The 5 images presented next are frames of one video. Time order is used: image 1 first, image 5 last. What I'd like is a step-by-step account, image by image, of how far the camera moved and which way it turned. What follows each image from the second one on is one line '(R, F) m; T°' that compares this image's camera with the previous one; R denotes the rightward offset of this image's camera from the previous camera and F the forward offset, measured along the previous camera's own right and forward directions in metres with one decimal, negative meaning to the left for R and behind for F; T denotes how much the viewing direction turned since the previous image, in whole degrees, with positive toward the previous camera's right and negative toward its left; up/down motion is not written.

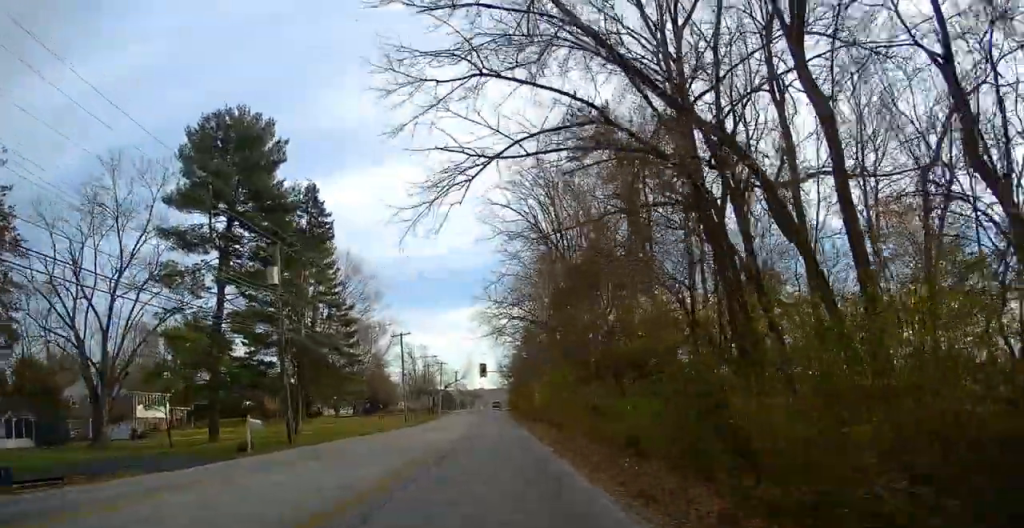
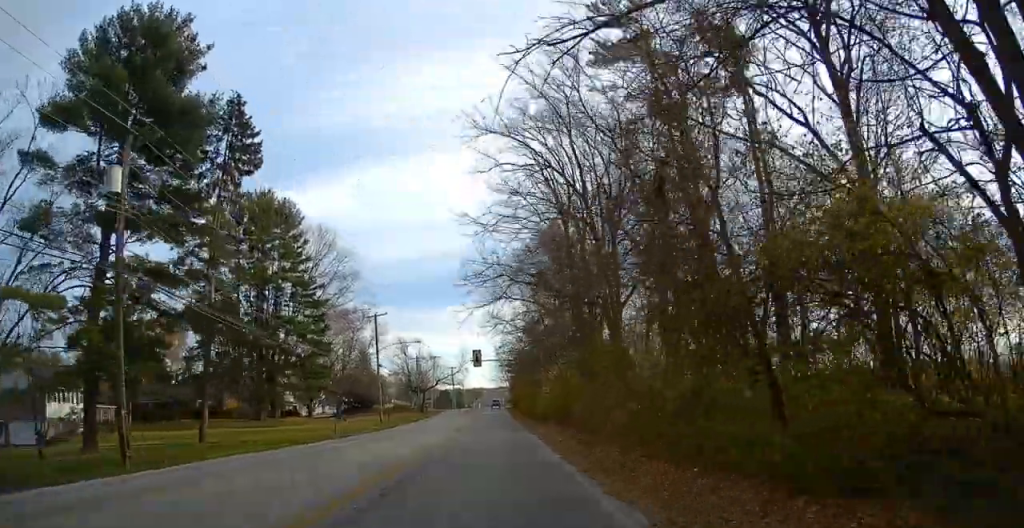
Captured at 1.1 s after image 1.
(+0.9, +16.0) m; +4°
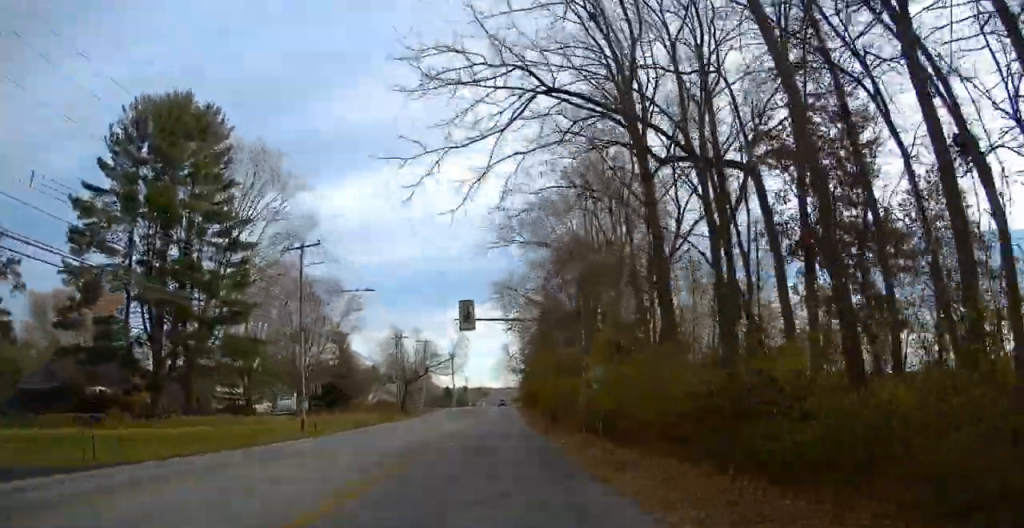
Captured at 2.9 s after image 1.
(-0.4, +26.7) m; -4°
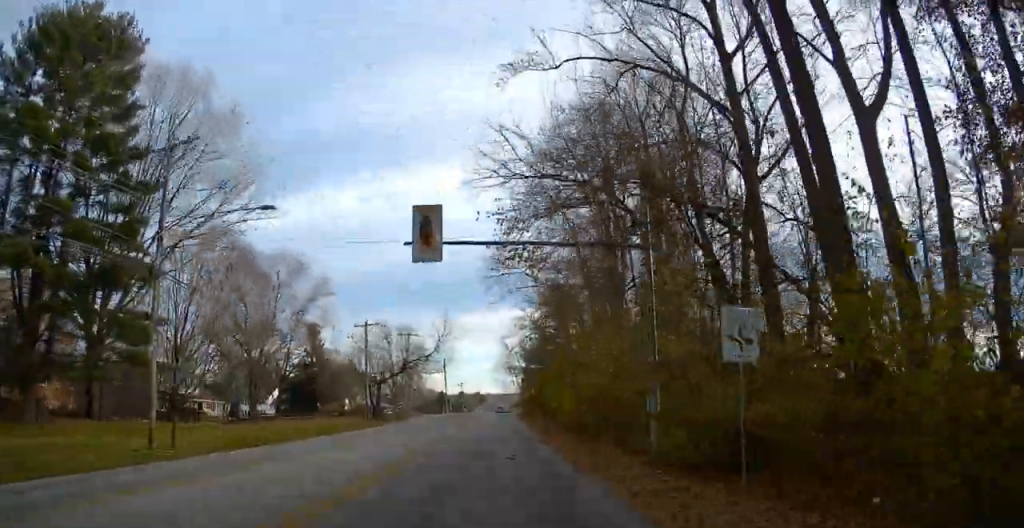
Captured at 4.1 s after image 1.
(-0.7, +16.1) m; -3°
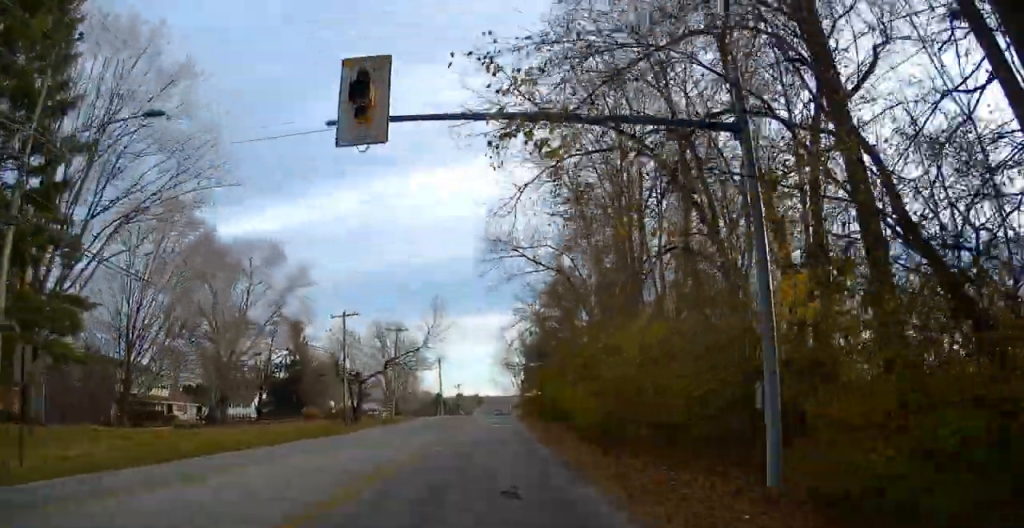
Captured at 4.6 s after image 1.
(0.0, +7.6) m; 0°
